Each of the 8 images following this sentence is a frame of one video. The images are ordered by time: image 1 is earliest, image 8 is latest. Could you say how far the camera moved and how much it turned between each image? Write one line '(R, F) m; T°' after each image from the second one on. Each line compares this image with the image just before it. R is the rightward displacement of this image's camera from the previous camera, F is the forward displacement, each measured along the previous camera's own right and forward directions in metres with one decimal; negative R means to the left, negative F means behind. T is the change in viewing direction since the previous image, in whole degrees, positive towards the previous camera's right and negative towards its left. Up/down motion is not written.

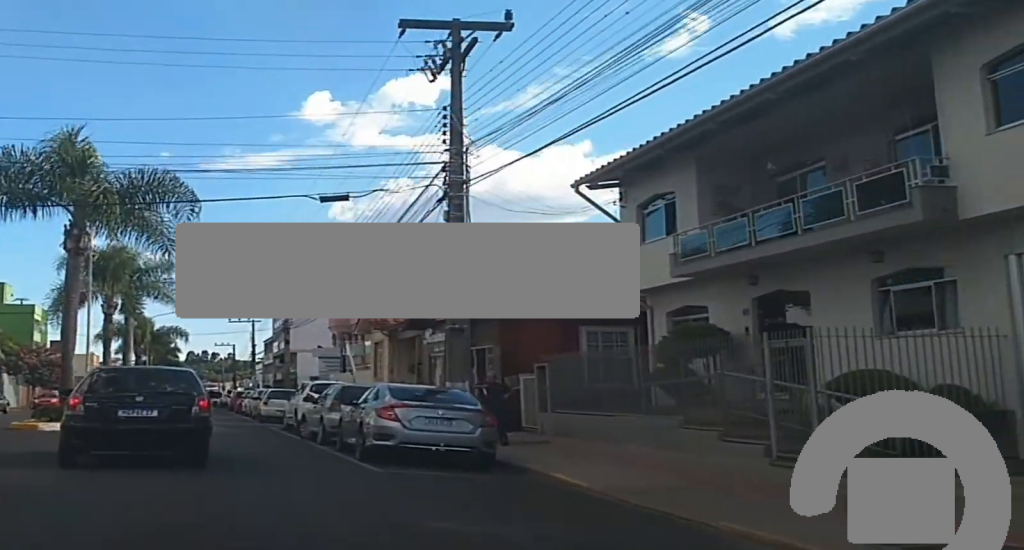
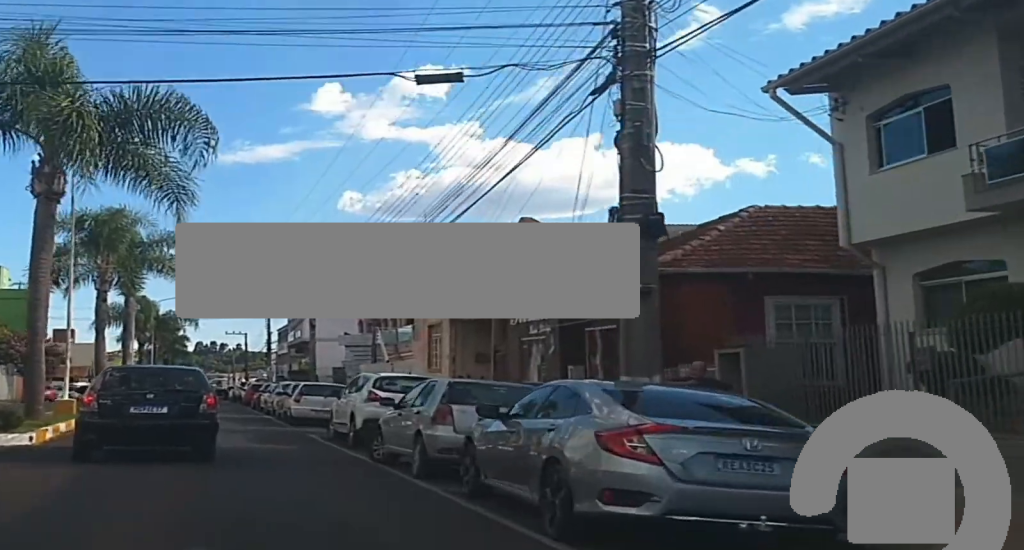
(+0.3, +8.3) m; +2°
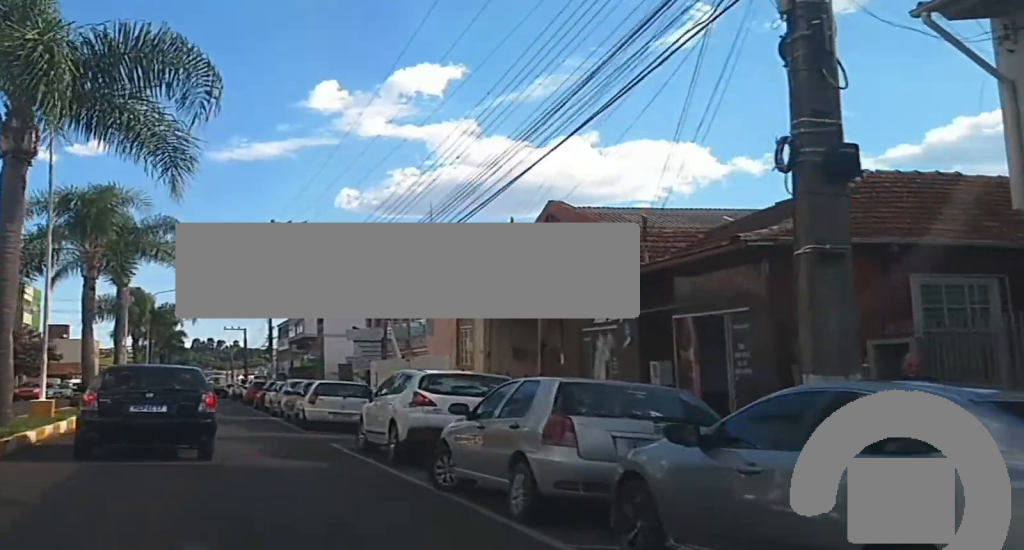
(0.0, +3.9) m; 0°
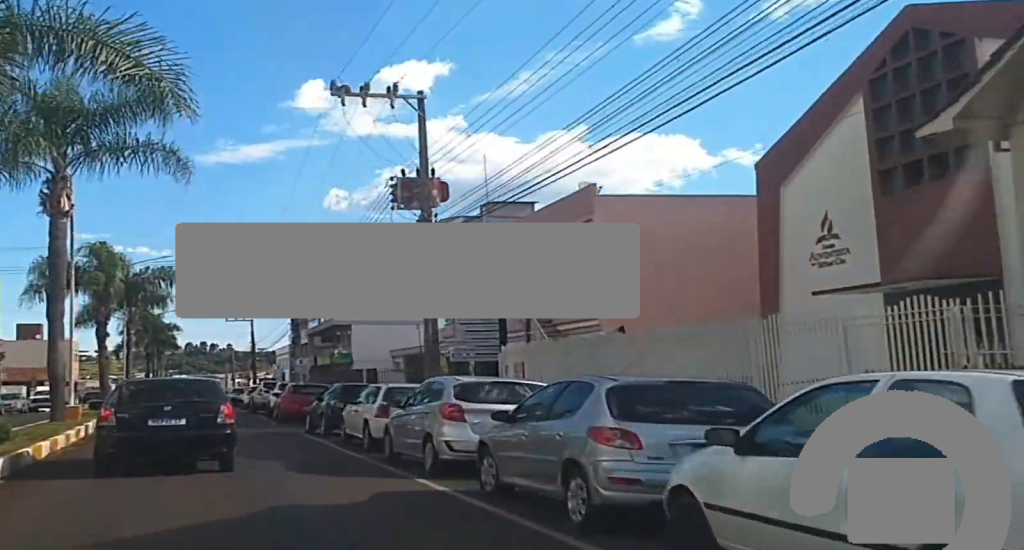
(0.0, +20.9) m; 0°
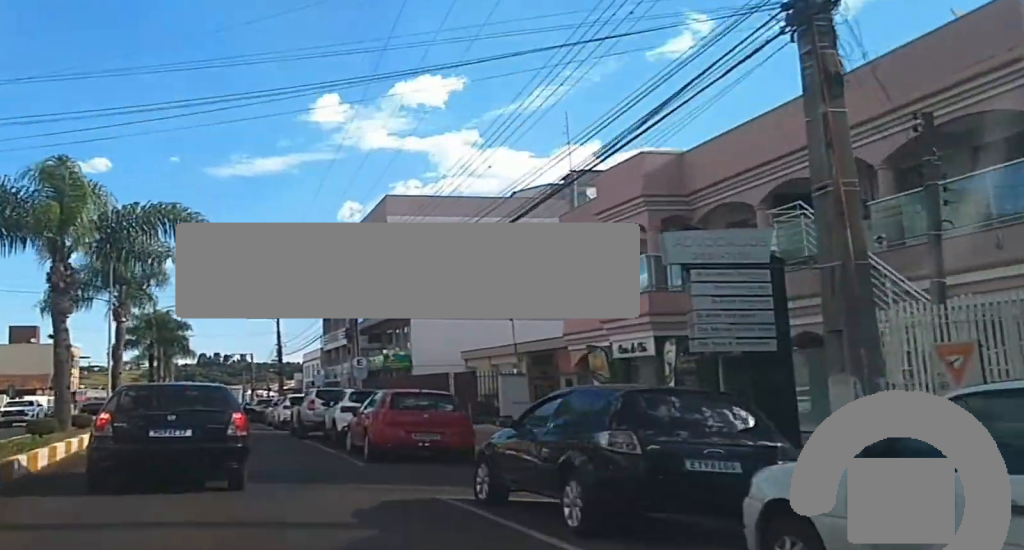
(0.0, +15.3) m; 0°
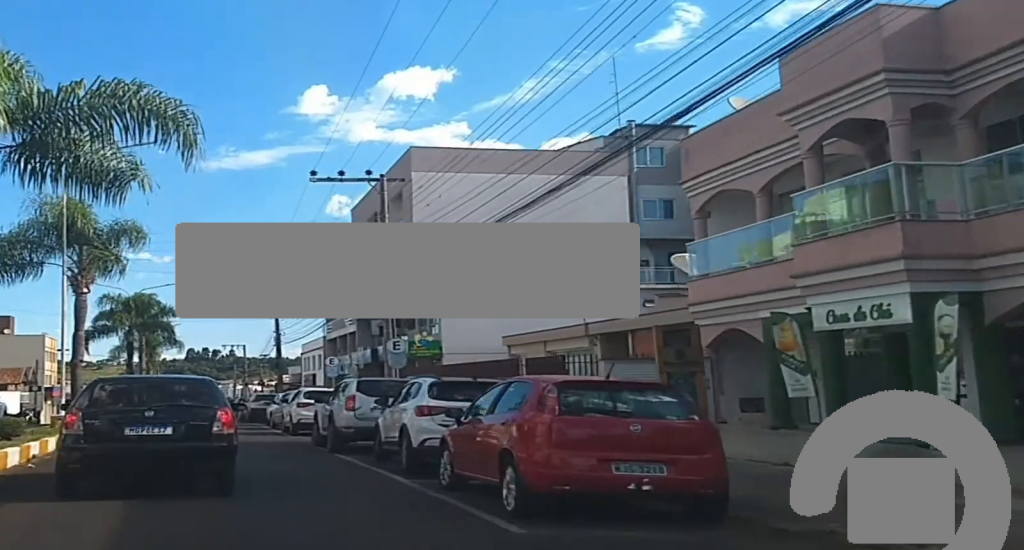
(0.0, +9.2) m; 0°
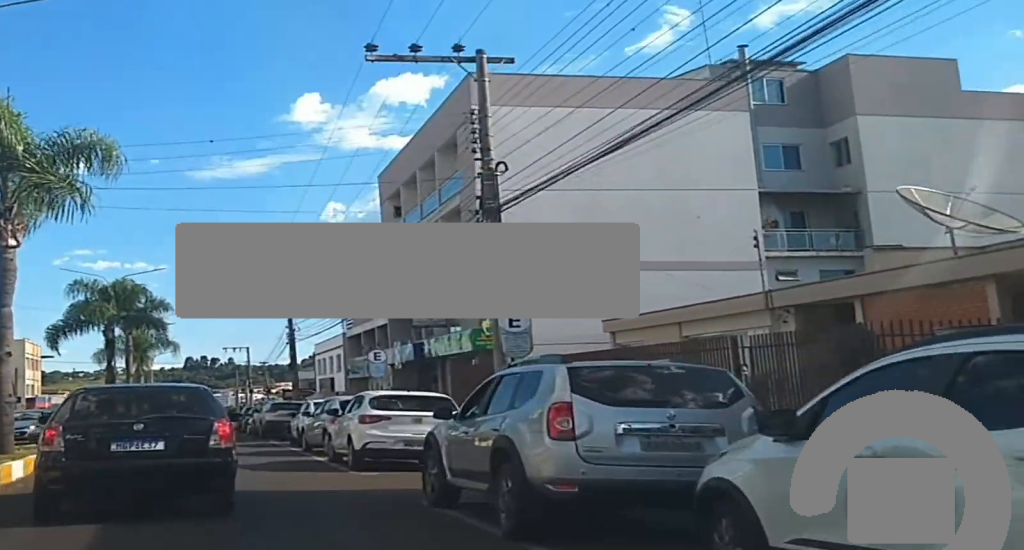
(0.0, +11.4) m; 0°
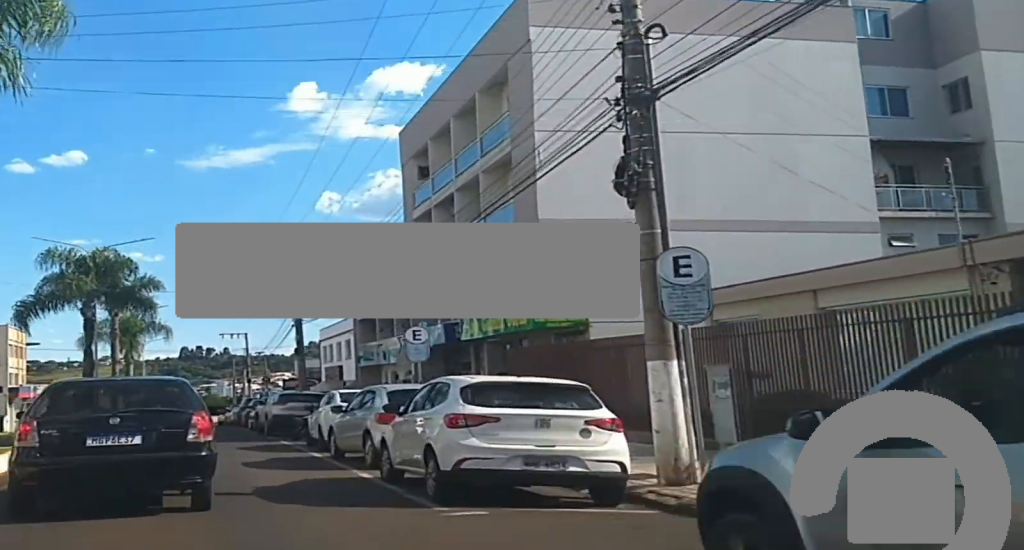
(0.0, +6.0) m; -1°
